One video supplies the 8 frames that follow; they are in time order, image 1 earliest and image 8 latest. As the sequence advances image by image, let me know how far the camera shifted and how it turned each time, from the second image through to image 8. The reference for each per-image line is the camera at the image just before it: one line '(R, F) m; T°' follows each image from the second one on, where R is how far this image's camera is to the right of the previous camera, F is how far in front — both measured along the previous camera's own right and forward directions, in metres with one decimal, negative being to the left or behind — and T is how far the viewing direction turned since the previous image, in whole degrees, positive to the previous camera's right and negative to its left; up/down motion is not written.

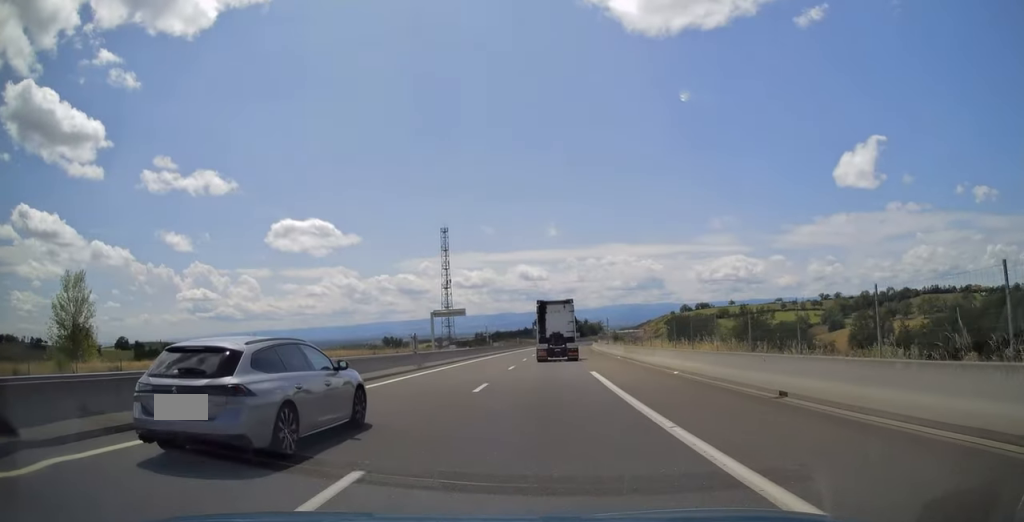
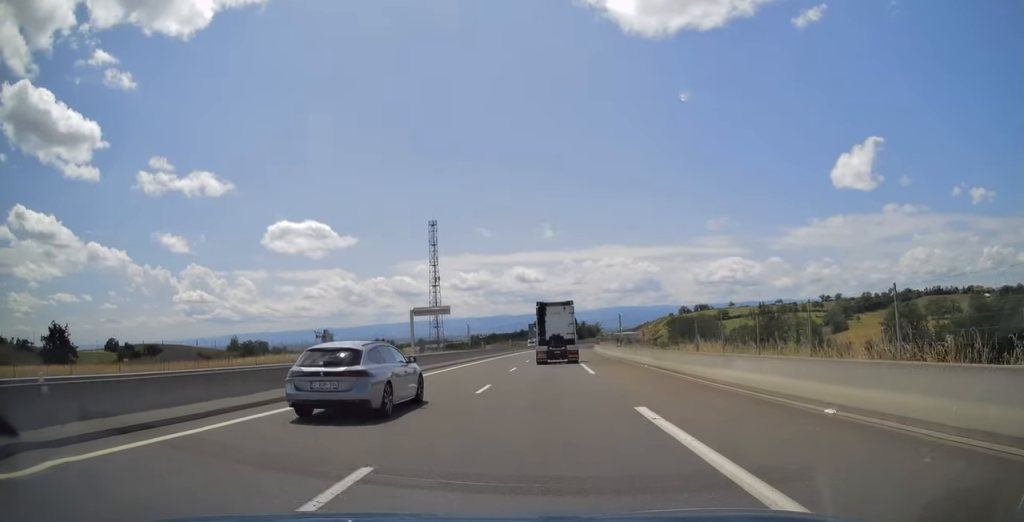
(+0.2, +12.6) m; 0°
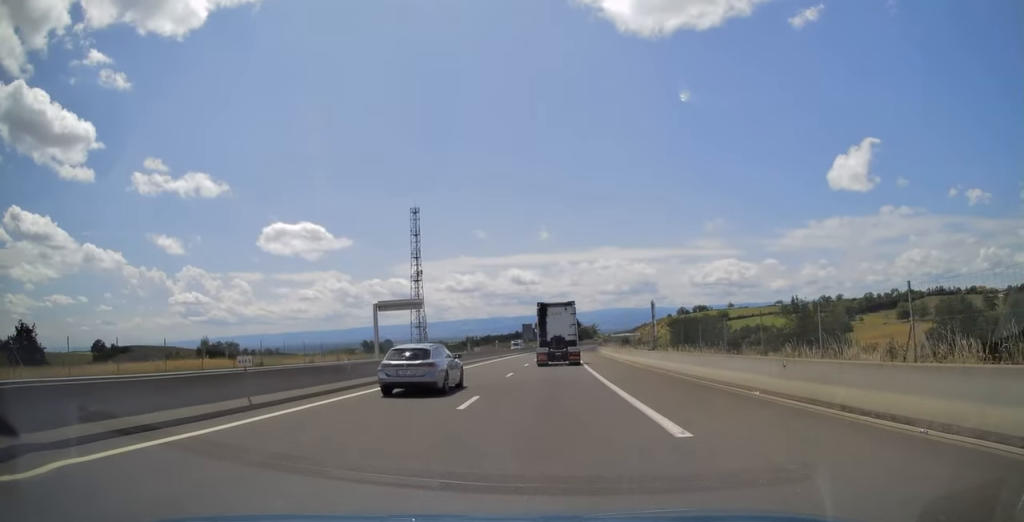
(0.0, +16.4) m; 0°
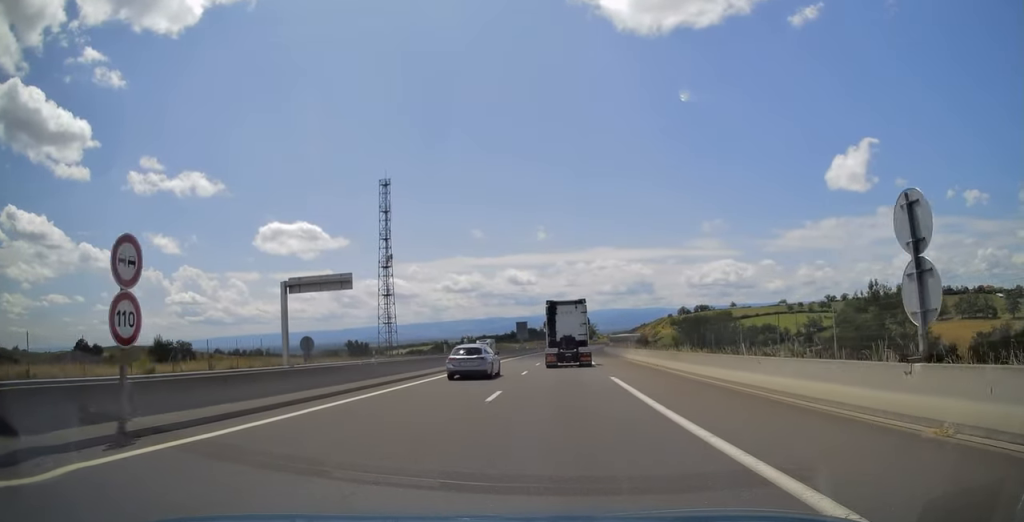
(0.0, +23.8) m; 0°
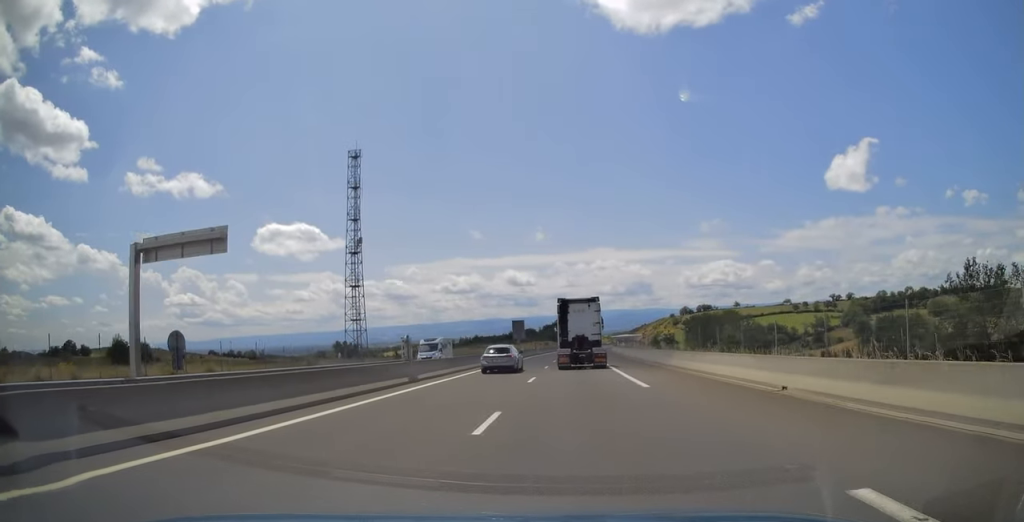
(0.0, +17.8) m; +1°
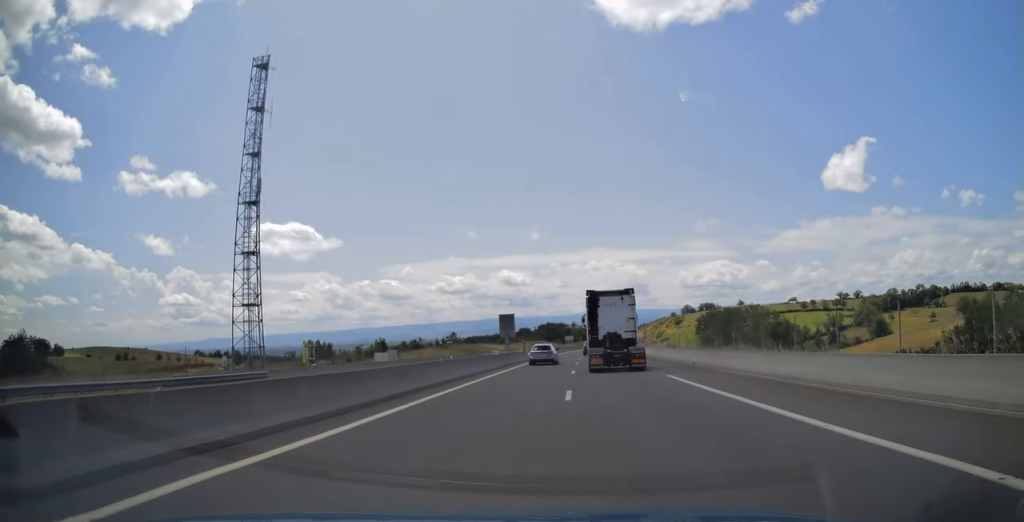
(+0.4, +33.2) m; +1°
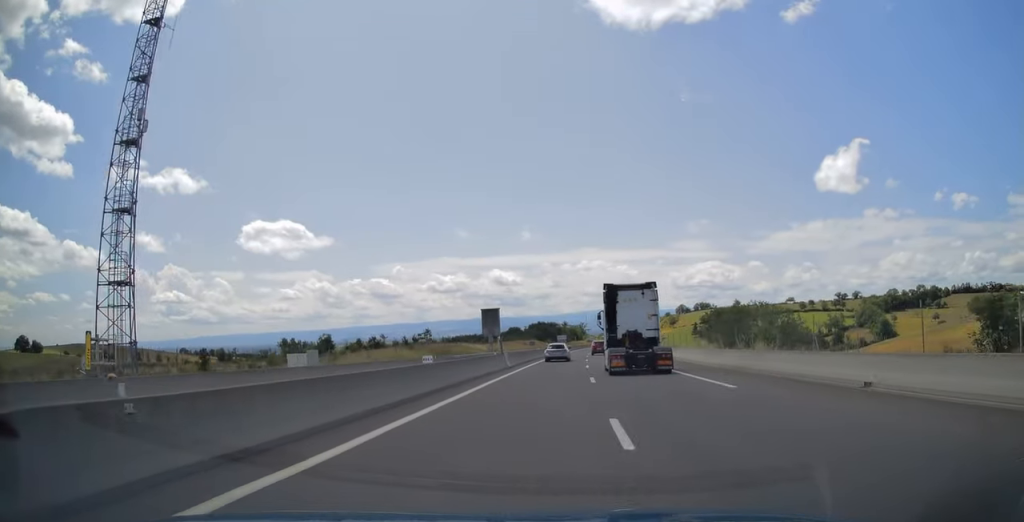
(-0.1, +19.5) m; 0°
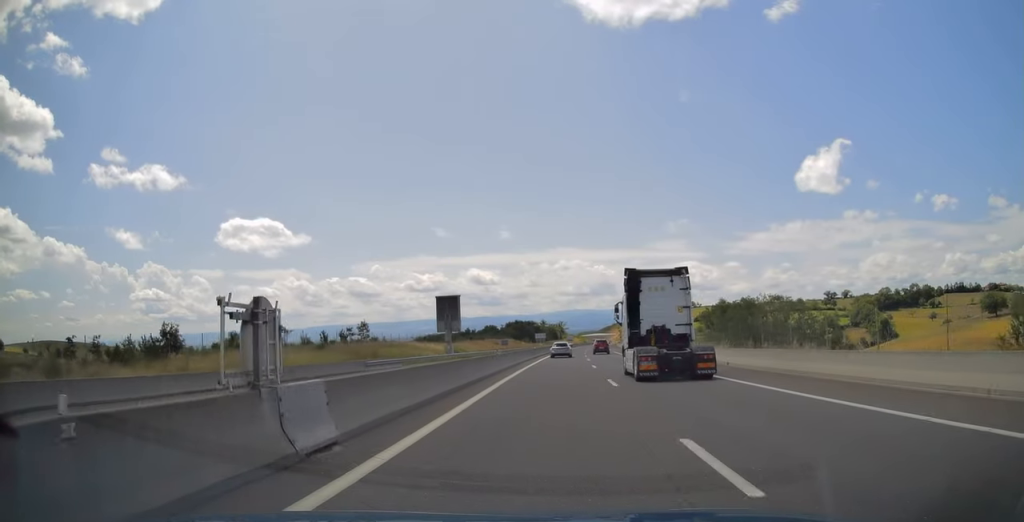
(+0.2, +27.9) m; +1°
